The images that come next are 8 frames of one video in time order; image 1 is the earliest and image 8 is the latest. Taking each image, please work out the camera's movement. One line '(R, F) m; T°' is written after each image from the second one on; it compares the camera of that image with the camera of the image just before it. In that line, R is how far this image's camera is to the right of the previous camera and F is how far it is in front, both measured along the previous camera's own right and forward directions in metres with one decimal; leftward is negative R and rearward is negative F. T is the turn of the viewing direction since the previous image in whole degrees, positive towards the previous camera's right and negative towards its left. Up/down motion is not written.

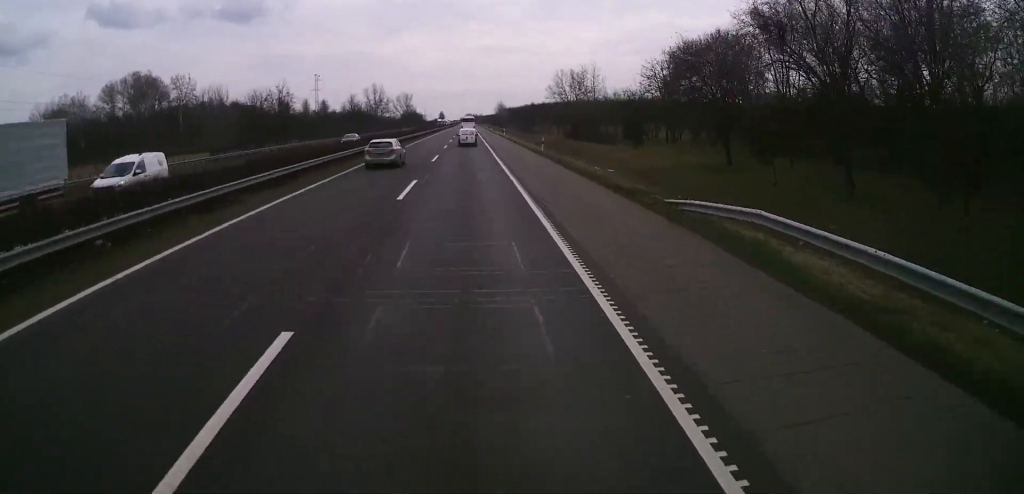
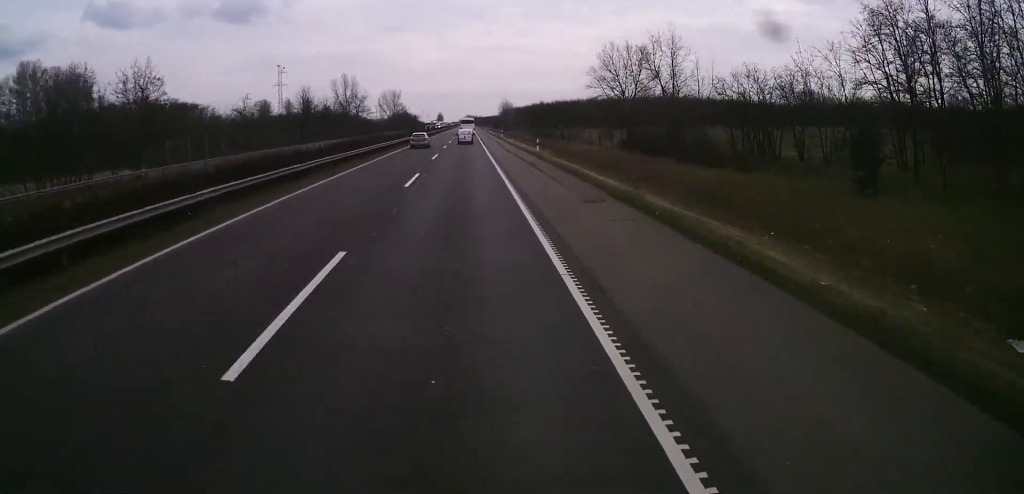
(+0.6, +49.3) m; +1°
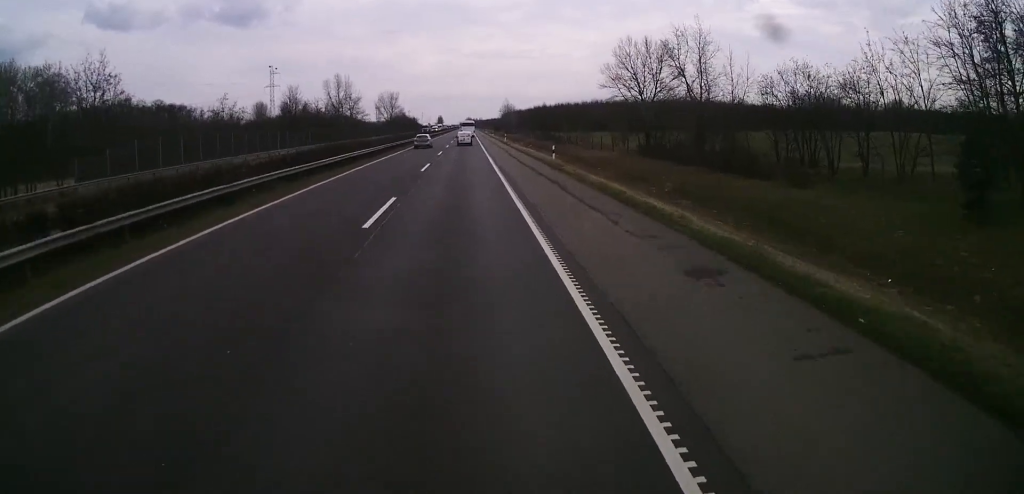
(-0.2, +9.2) m; 0°
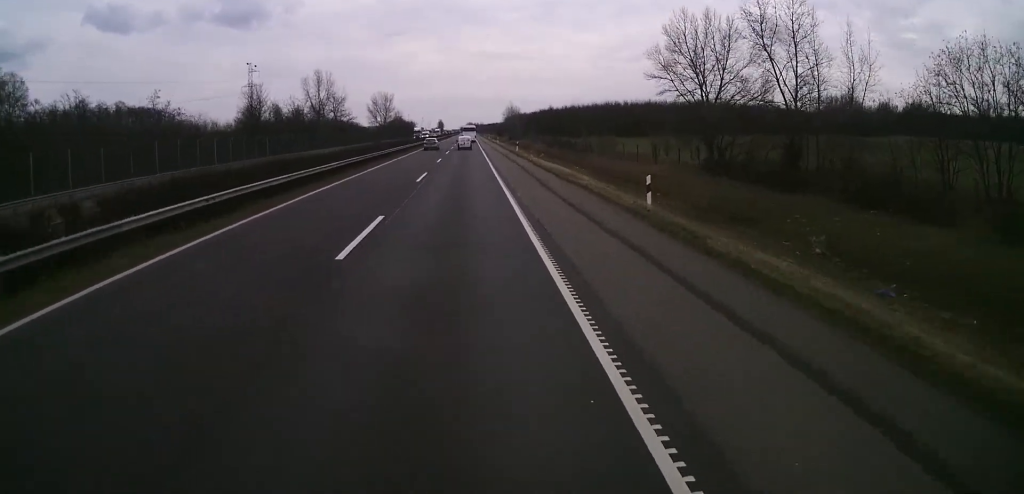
(-0.2, +20.8) m; 0°
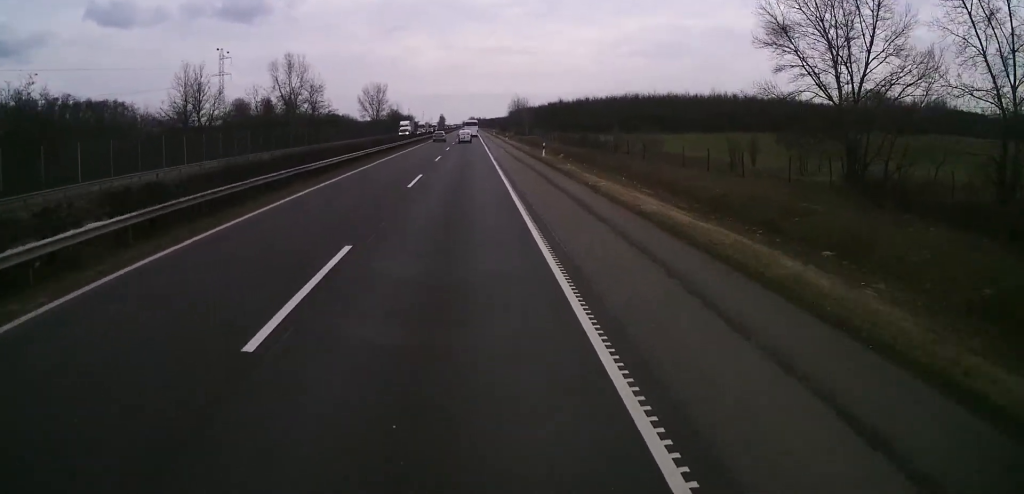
(+0.3, +23.1) m; 0°
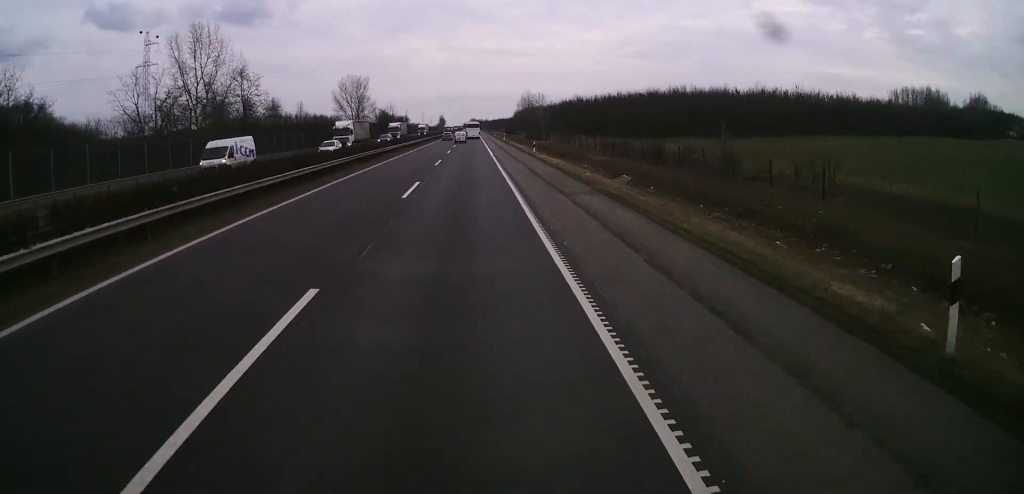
(-0.4, +39.4) m; 0°
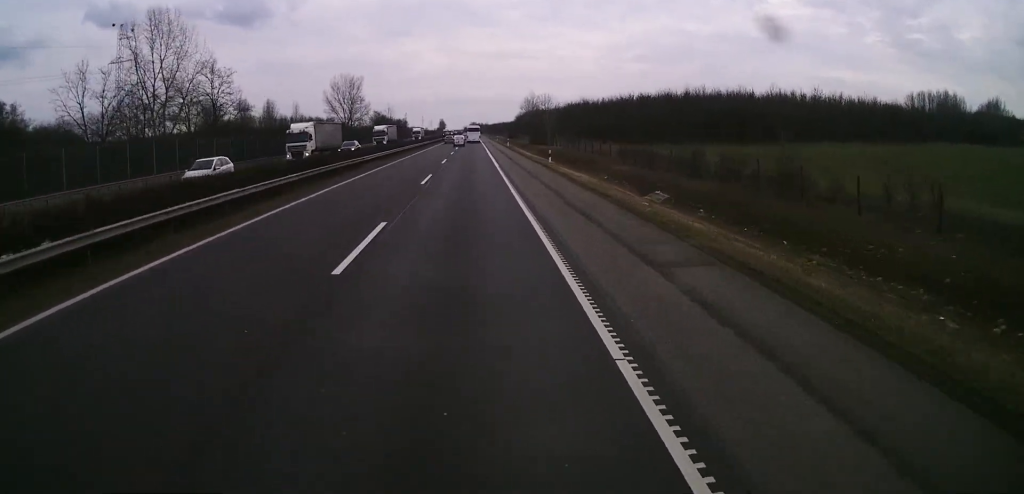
(0.0, +10.9) m; 0°
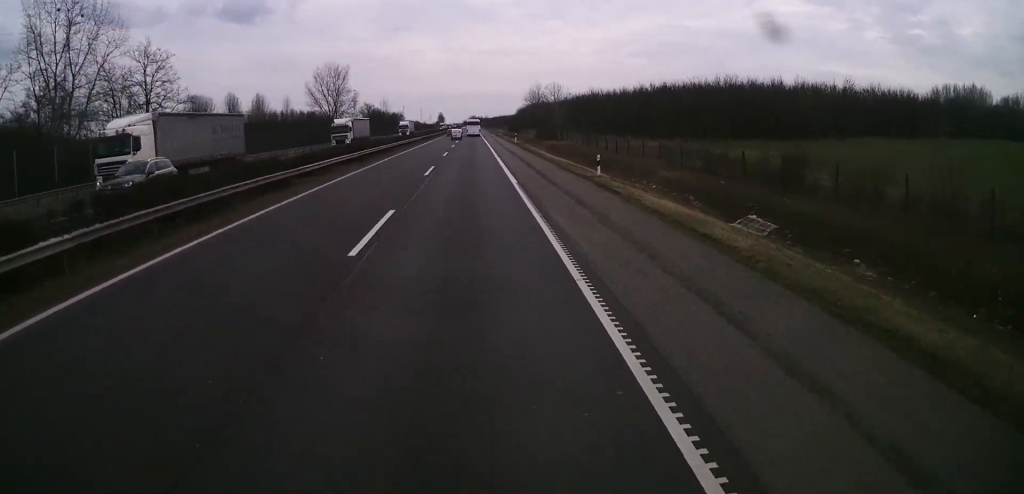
(0.0, +17.1) m; 0°
